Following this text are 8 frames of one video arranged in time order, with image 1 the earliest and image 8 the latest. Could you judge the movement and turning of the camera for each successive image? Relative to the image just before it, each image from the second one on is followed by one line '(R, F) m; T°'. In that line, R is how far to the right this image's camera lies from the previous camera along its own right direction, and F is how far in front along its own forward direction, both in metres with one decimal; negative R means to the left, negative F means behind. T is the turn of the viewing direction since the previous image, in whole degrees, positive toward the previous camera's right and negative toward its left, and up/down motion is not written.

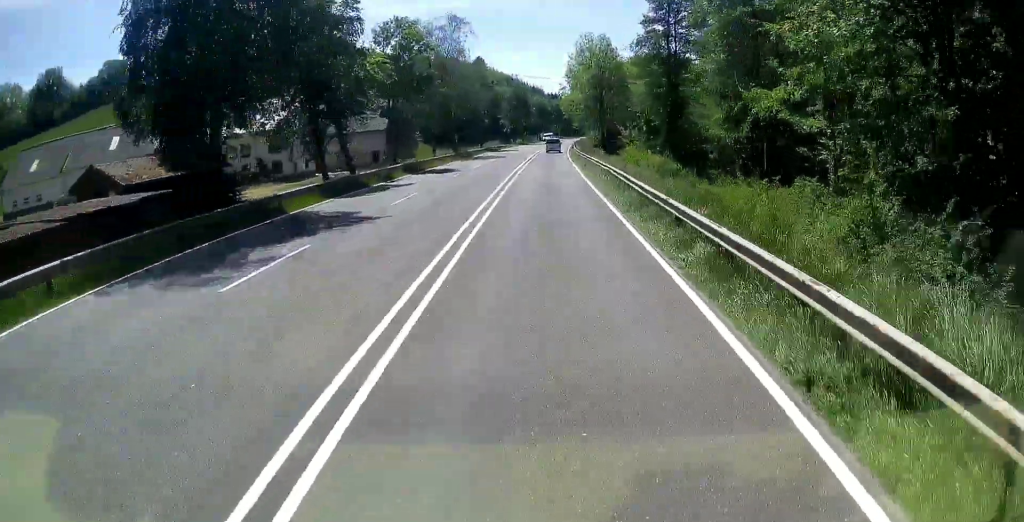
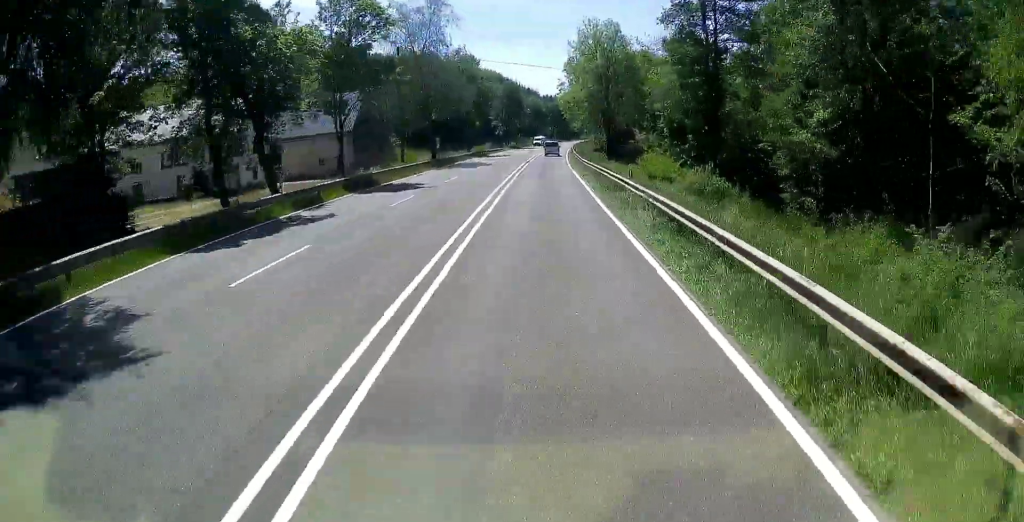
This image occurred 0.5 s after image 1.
(0.0, +11.6) m; 0°
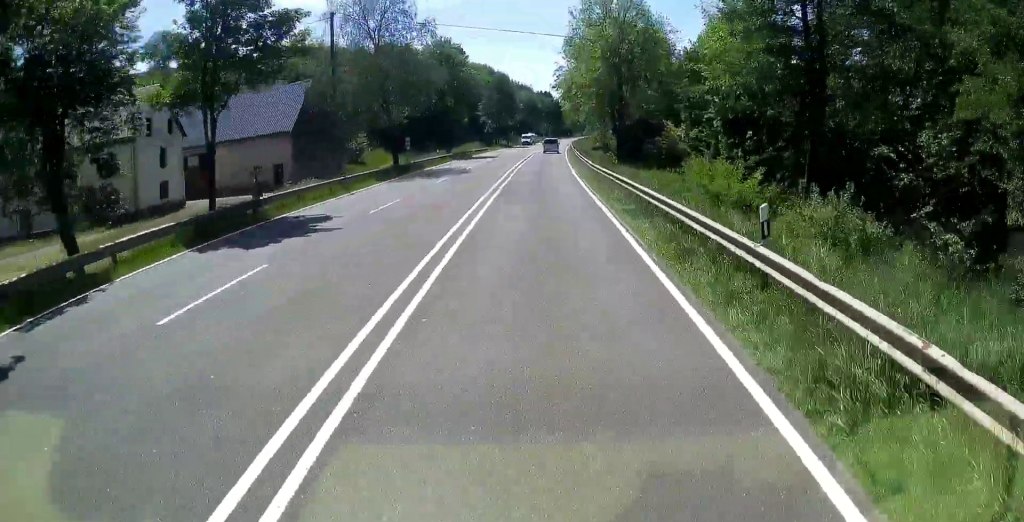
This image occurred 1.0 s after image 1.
(+0.1, +14.2) m; 0°
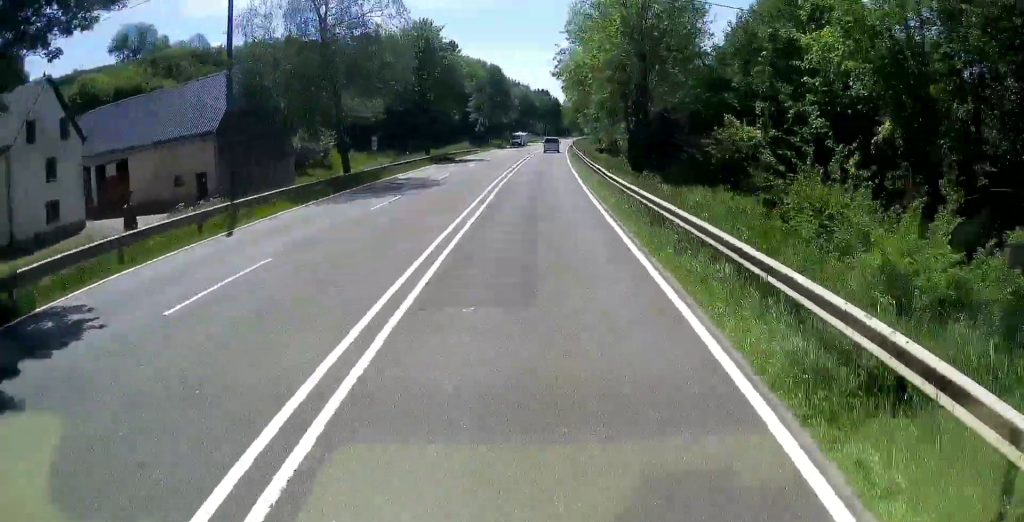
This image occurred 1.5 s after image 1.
(0.0, +11.6) m; 0°
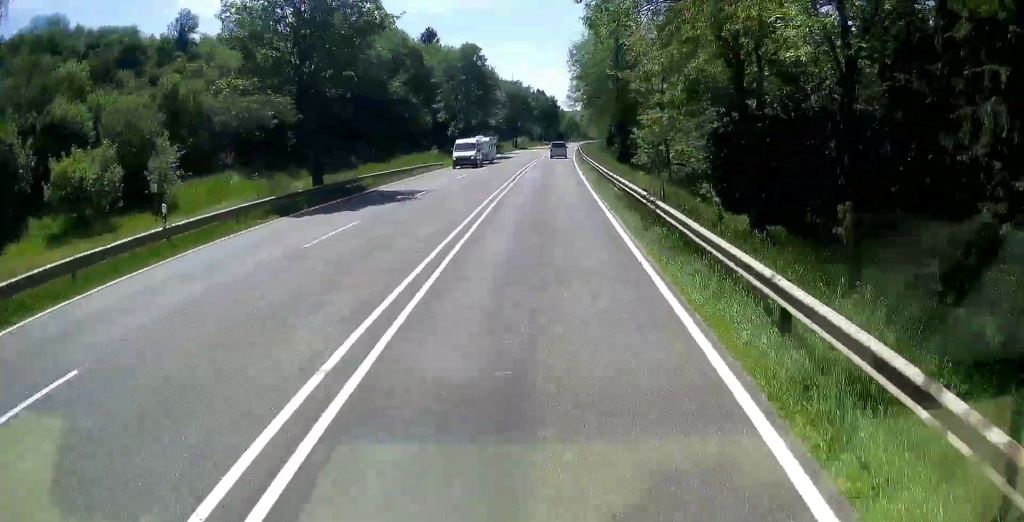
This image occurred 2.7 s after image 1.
(+0.1, +29.7) m; +1°
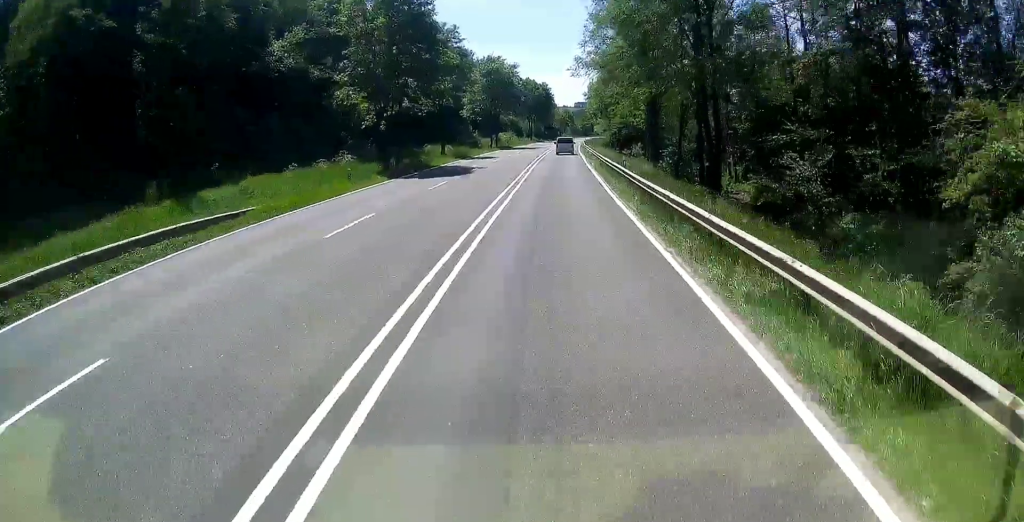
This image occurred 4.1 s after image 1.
(+0.3, +35.3) m; +1°
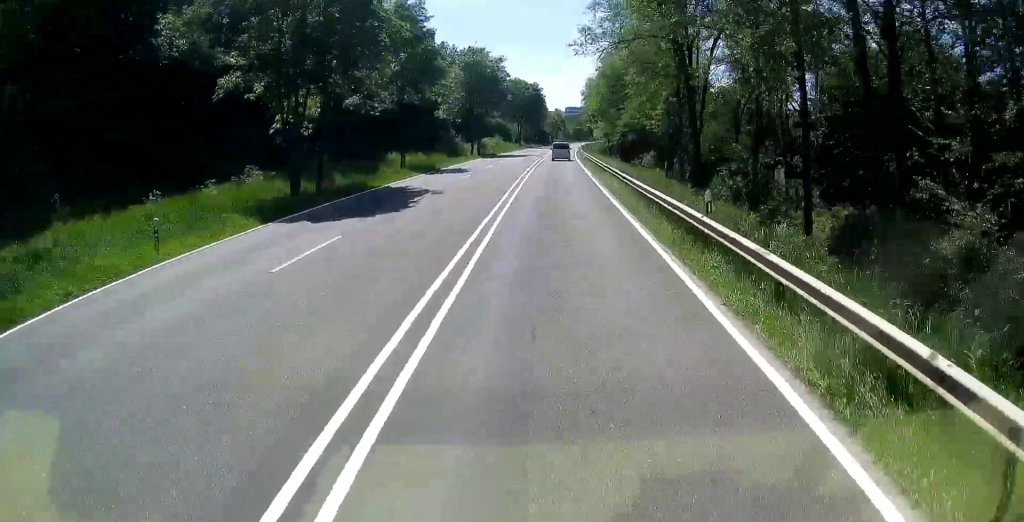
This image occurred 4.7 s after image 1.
(+0.1, +14.8) m; +1°
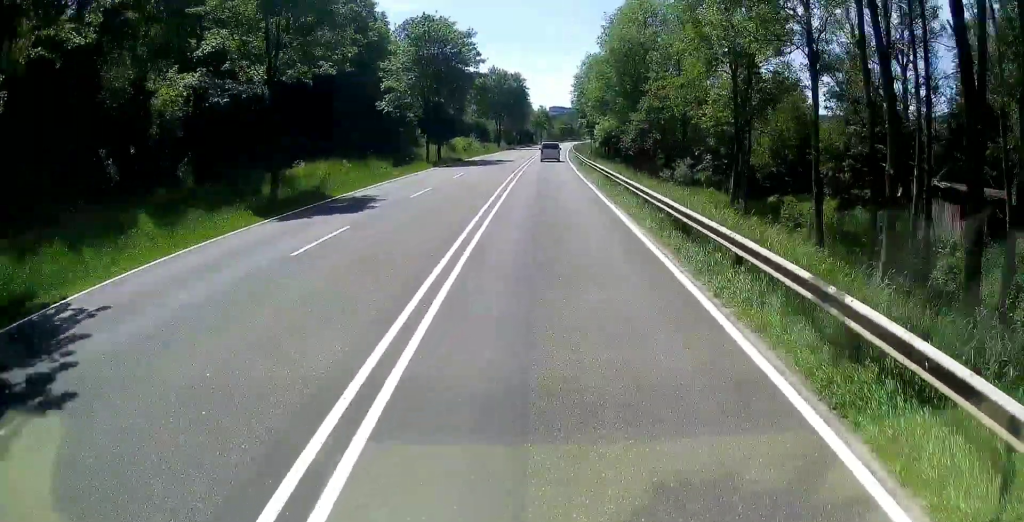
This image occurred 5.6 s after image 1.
(+0.4, +22.2) m; +1°
